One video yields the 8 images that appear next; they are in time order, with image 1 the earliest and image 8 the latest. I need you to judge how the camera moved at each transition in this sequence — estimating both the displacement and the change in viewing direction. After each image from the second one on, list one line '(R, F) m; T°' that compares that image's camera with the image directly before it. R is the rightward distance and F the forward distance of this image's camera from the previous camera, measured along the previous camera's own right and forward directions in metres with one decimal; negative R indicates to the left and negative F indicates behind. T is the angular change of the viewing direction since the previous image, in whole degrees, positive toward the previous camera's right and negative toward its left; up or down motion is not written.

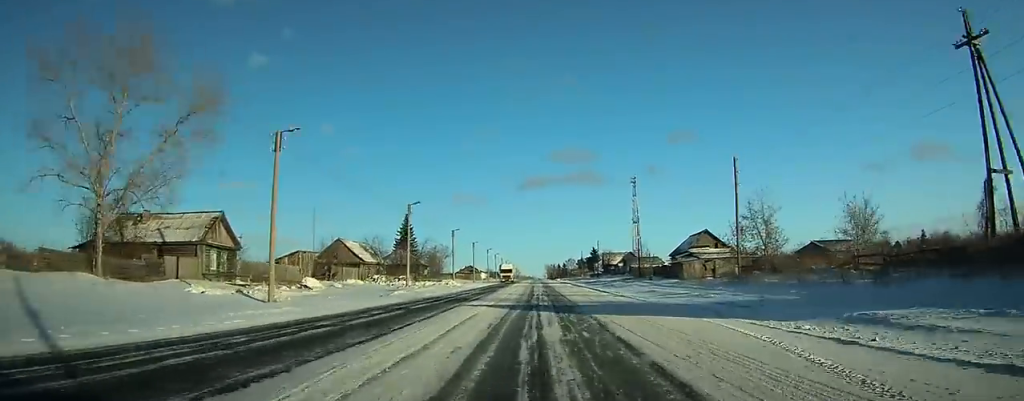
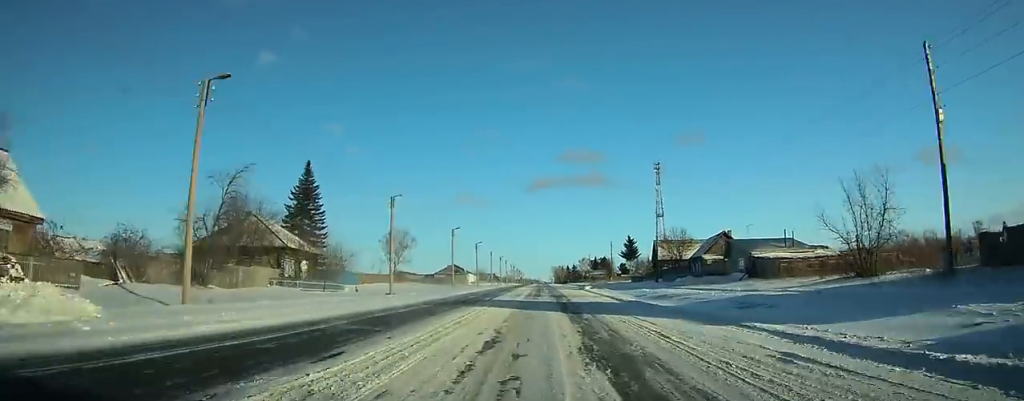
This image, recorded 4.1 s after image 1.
(-0.6, +66.0) m; -1°
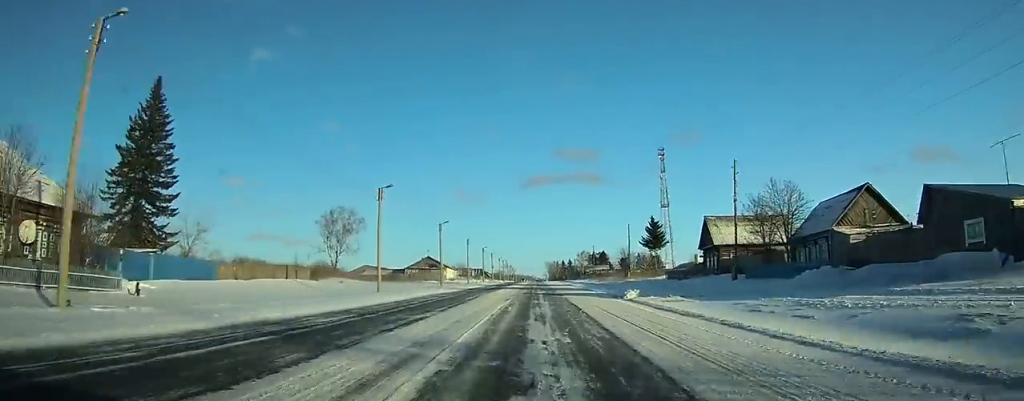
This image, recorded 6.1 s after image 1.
(+0.1, +33.6) m; 0°
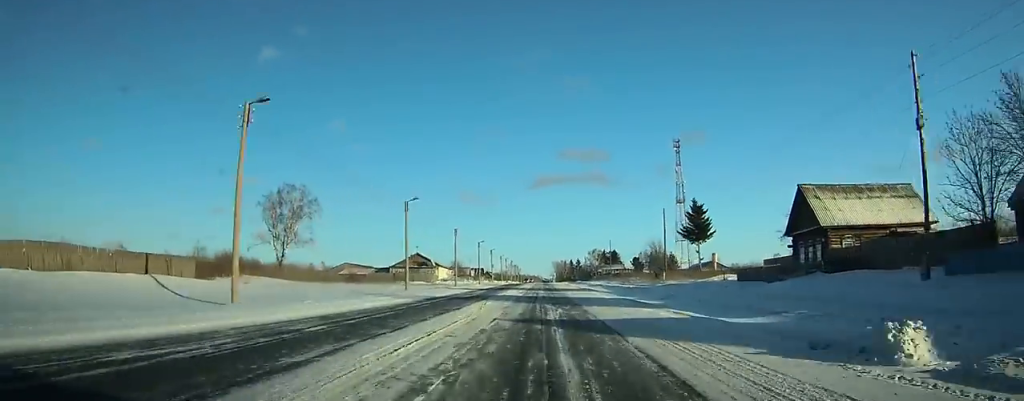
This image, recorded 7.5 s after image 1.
(0.0, +22.8) m; 0°
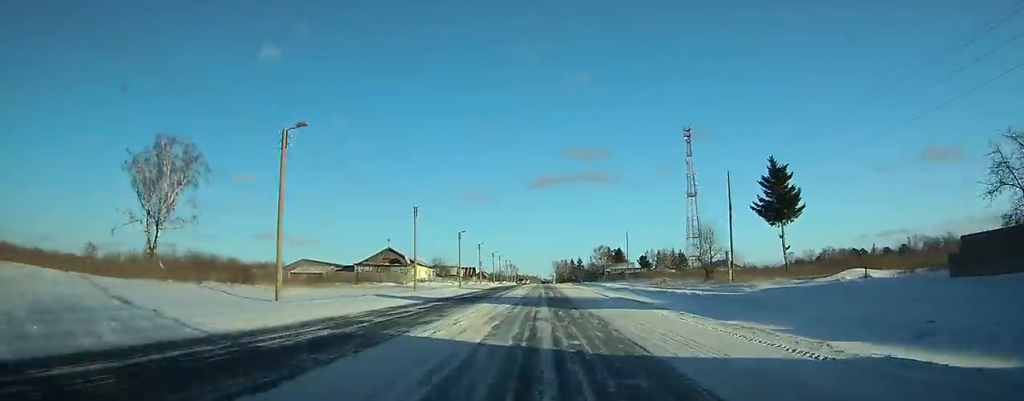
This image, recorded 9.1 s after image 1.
(0.0, +26.0) m; 0°
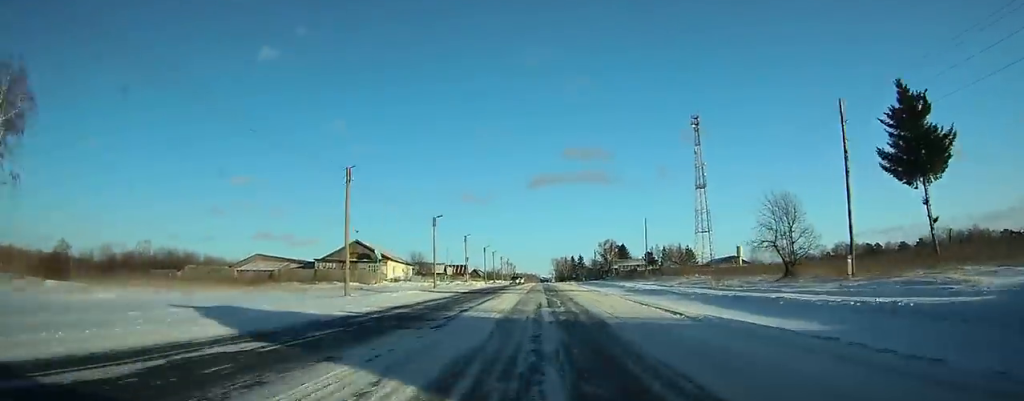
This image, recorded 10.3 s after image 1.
(0.0, +19.6) m; 0°
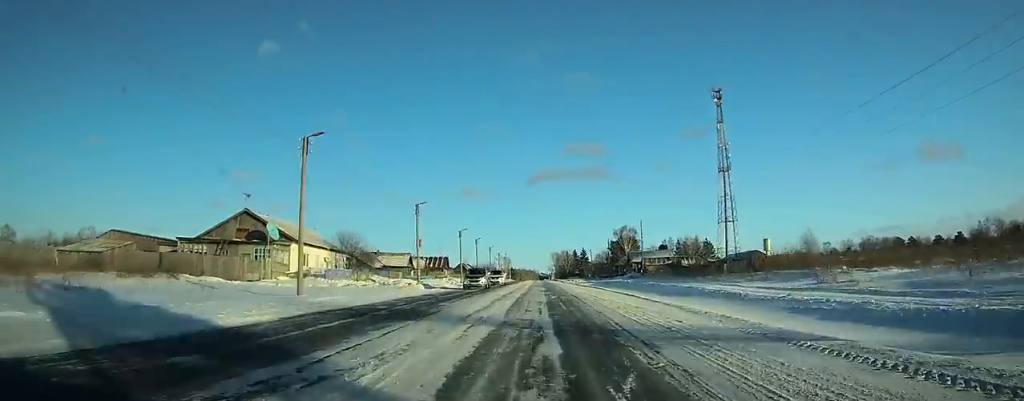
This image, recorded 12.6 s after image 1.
(+0.1, +37.0) m; 0°
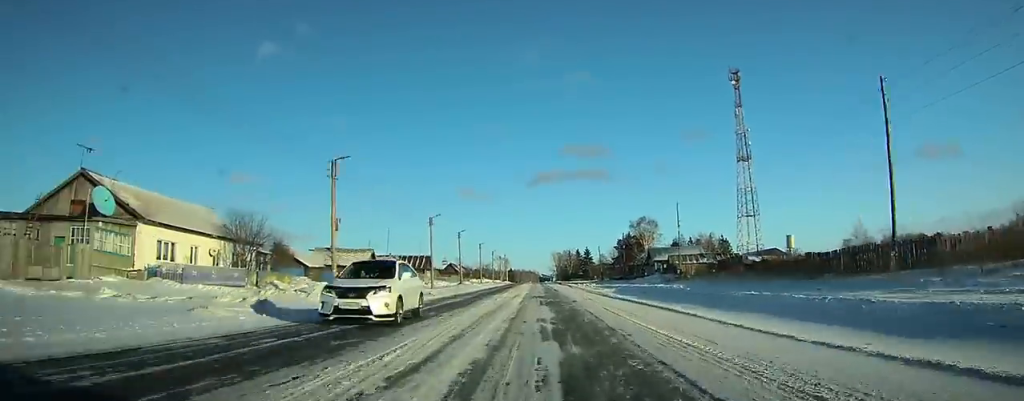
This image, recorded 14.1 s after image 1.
(+0.1, +24.0) m; 0°
